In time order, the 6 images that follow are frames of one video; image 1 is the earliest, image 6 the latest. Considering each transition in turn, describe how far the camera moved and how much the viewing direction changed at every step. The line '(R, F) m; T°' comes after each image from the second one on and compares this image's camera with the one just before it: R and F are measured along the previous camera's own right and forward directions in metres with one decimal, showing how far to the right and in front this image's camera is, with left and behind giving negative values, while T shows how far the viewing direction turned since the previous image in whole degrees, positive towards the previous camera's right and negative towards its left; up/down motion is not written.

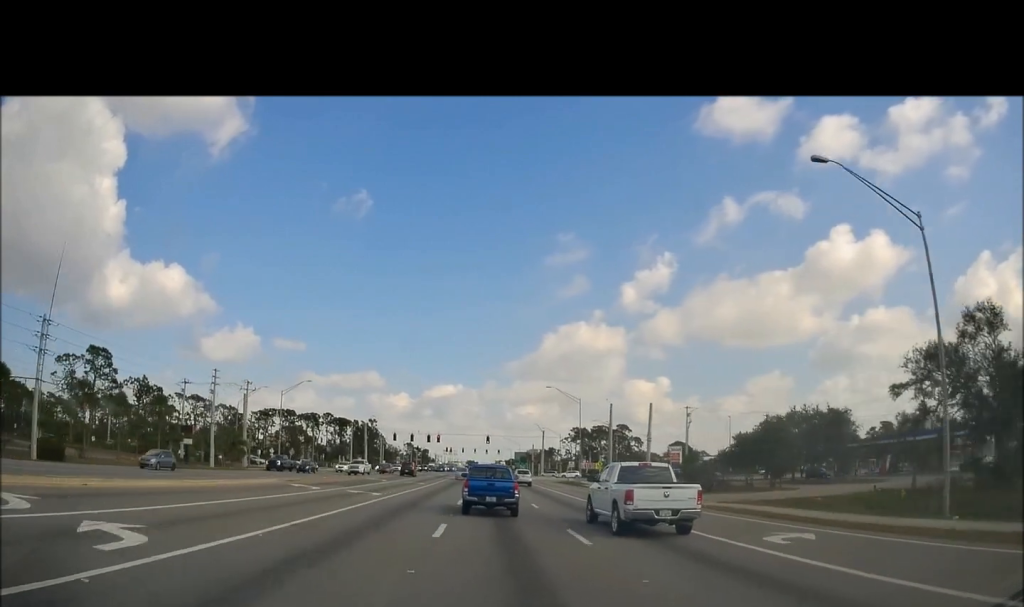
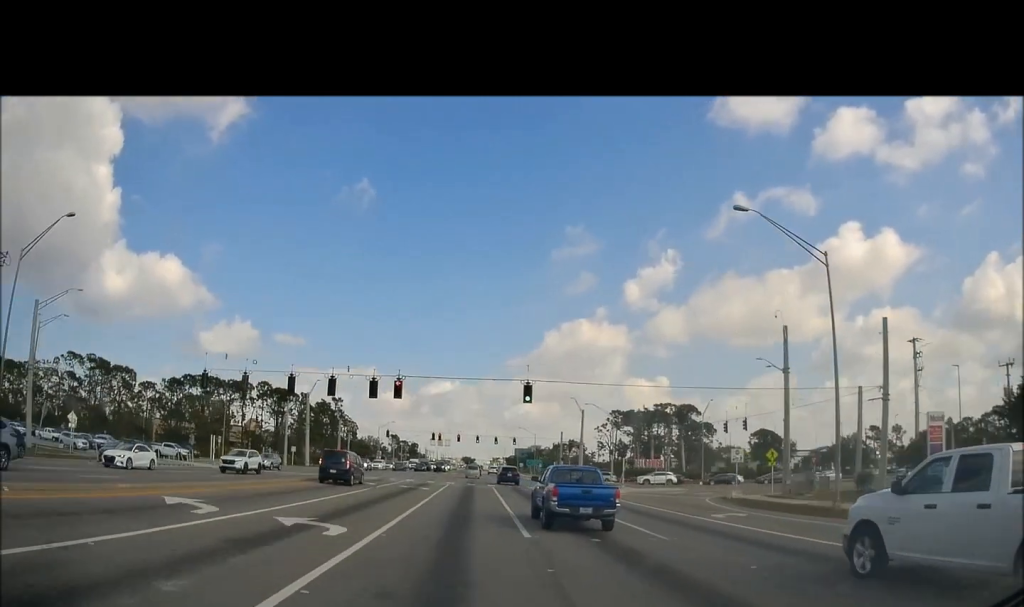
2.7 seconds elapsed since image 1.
(+0.3, +62.2) m; 0°
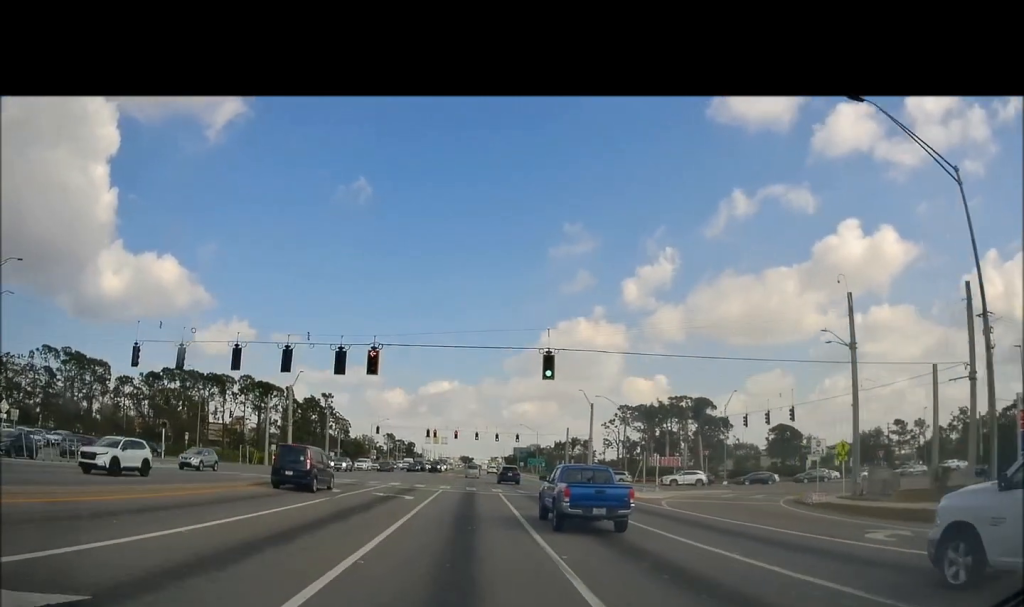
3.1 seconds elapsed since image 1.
(0.0, +10.1) m; 0°
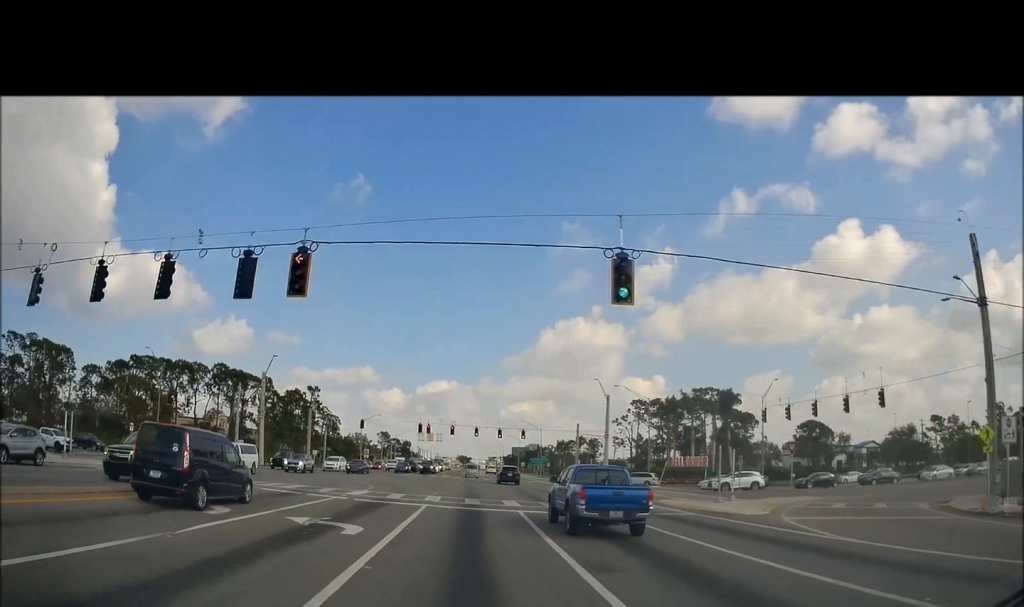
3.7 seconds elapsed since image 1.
(+0.2, +13.3) m; +1°
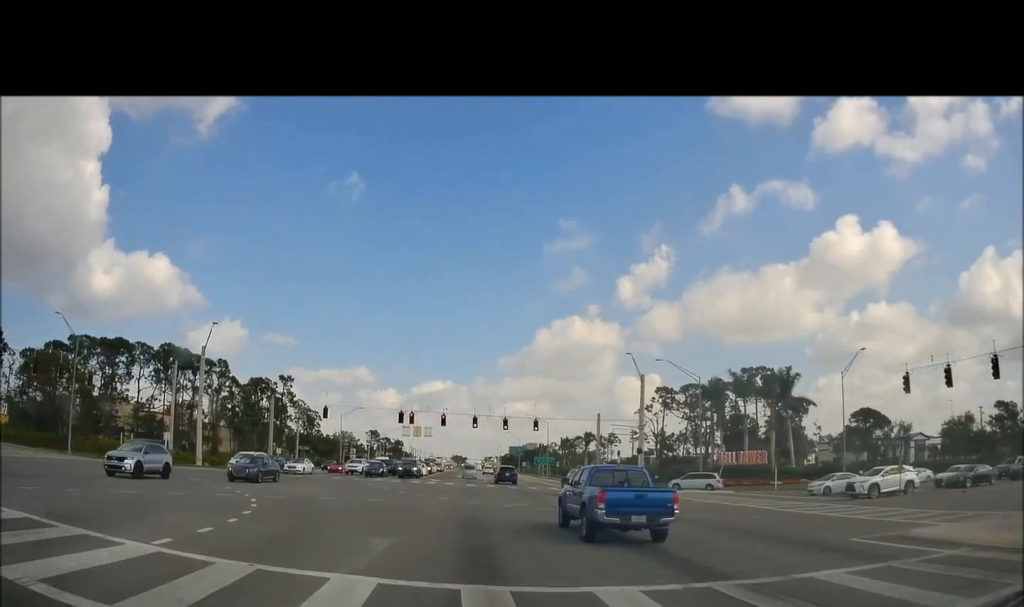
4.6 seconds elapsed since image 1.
(+0.1, +20.4) m; 0°
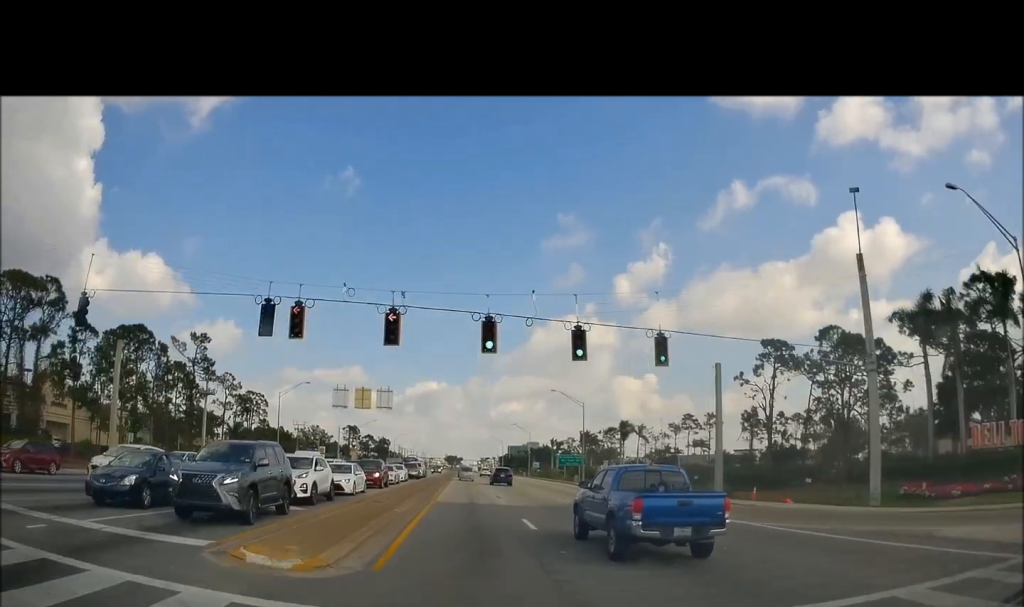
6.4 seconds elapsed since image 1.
(+0.5, +43.6) m; +2°
